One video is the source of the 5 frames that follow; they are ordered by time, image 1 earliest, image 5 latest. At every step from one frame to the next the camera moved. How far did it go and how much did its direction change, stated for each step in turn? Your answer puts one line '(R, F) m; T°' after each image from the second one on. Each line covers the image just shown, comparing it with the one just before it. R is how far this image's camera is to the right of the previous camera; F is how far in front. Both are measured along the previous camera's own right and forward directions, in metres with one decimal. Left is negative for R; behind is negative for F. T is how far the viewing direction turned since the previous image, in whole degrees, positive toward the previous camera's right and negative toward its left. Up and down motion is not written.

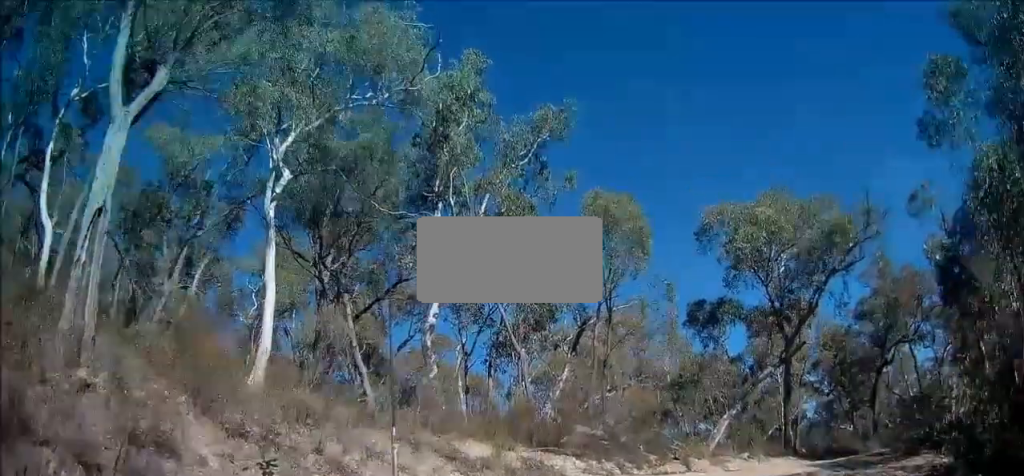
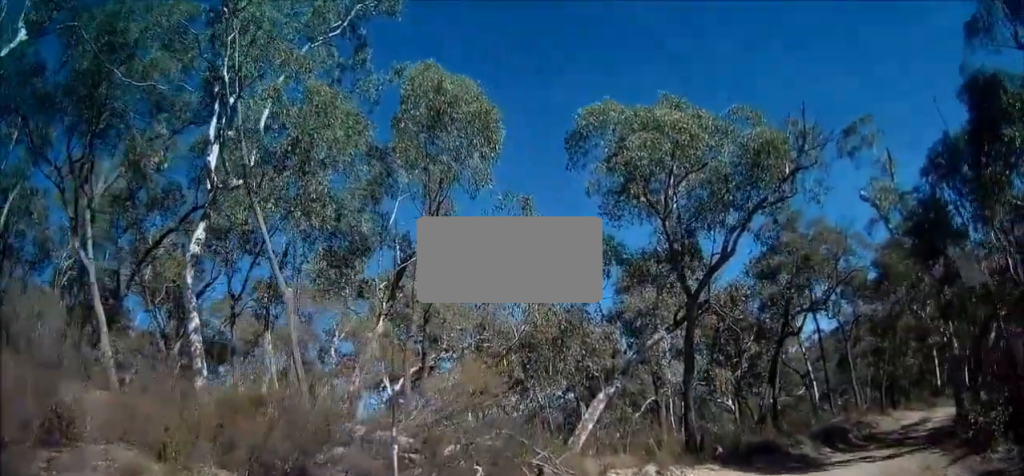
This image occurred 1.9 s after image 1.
(+0.1, +6.5) m; +14°
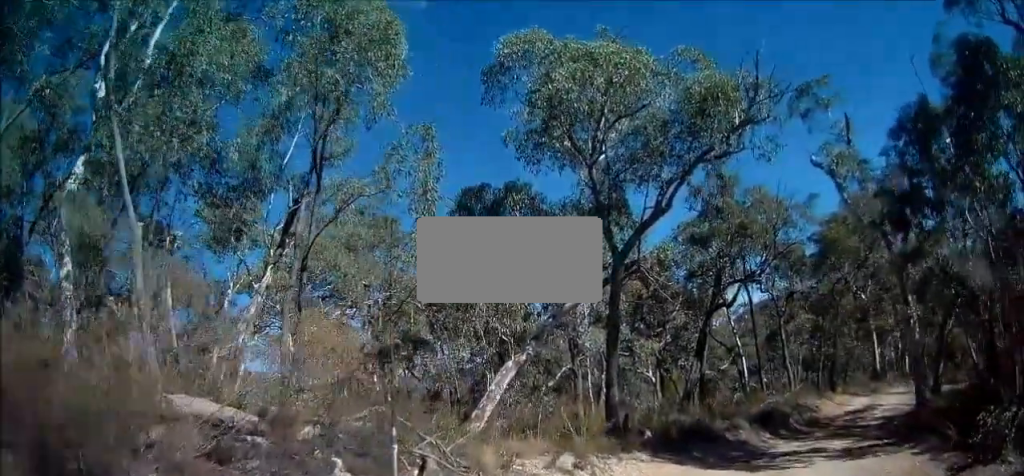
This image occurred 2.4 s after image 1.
(+0.4, +2.1) m; +8°
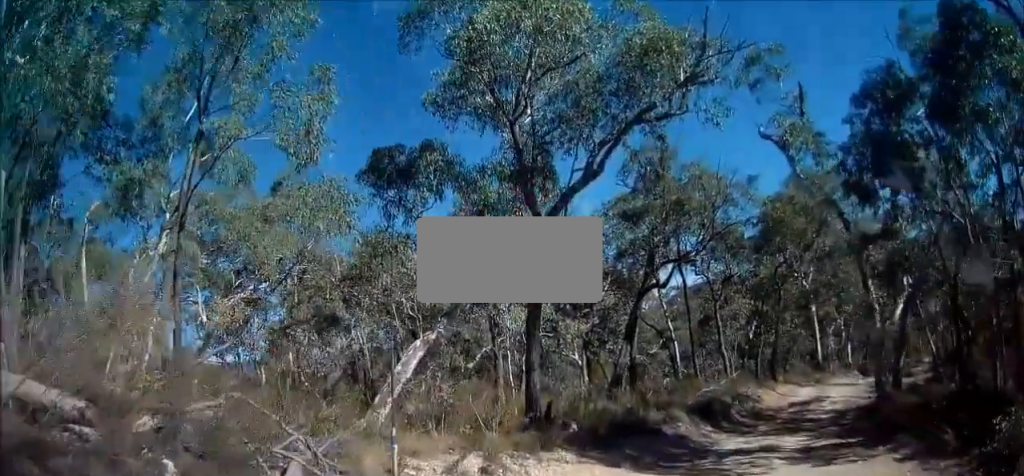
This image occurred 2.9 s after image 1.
(+0.1, +1.6) m; +6°
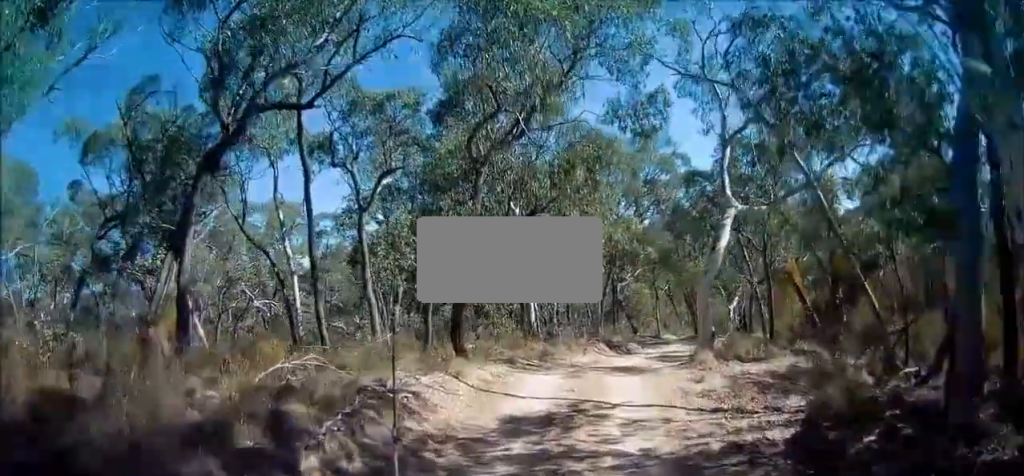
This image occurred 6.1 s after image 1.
(+4.1, +12.6) m; +28°
